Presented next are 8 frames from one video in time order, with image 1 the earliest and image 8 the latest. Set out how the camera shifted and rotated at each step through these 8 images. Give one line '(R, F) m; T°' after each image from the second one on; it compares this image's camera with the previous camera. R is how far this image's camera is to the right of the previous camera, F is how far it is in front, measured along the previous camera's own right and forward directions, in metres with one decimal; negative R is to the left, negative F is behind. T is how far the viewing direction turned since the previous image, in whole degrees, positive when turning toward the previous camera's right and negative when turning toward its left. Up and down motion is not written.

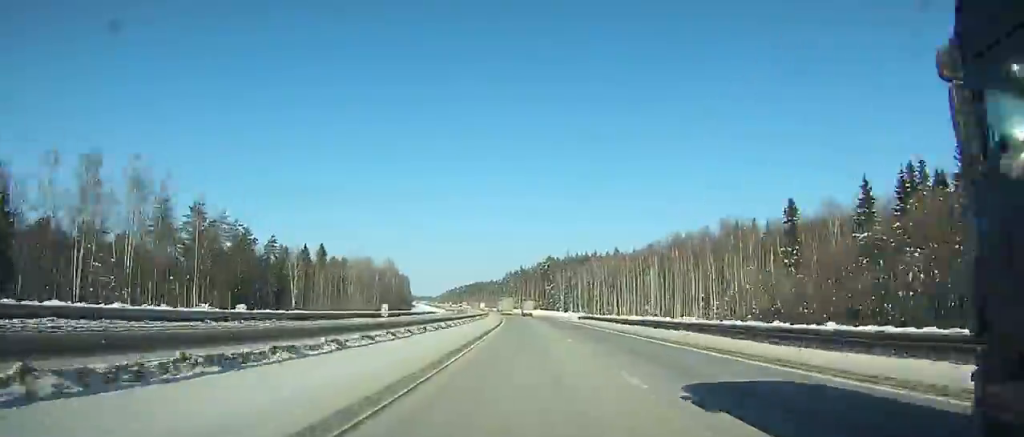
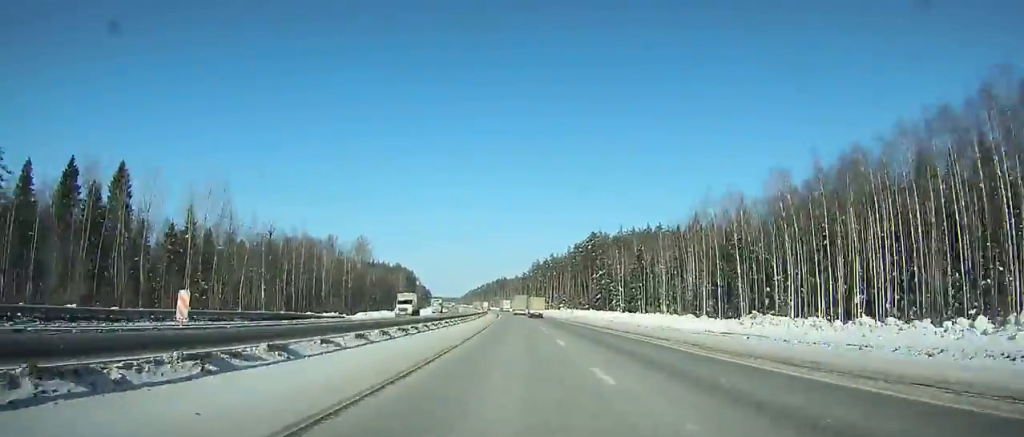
(-2.2, +95.6) m; -3°
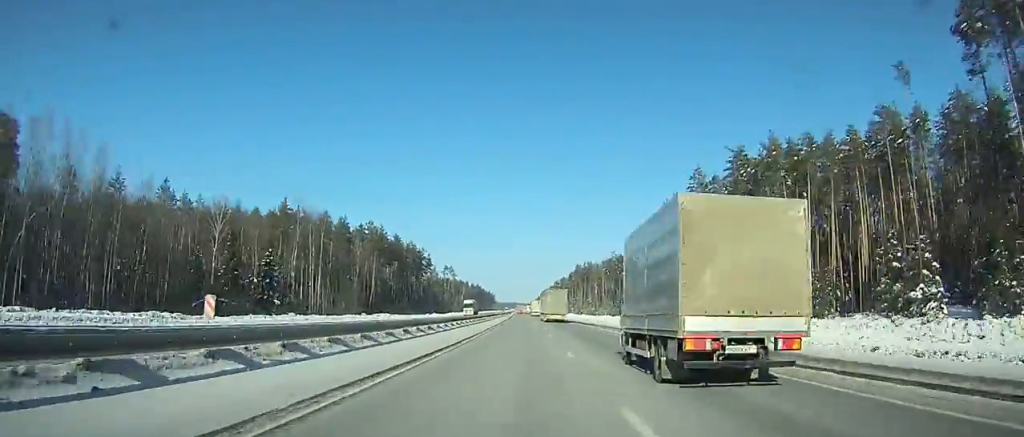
(-12.2, +210.9) m; -7°
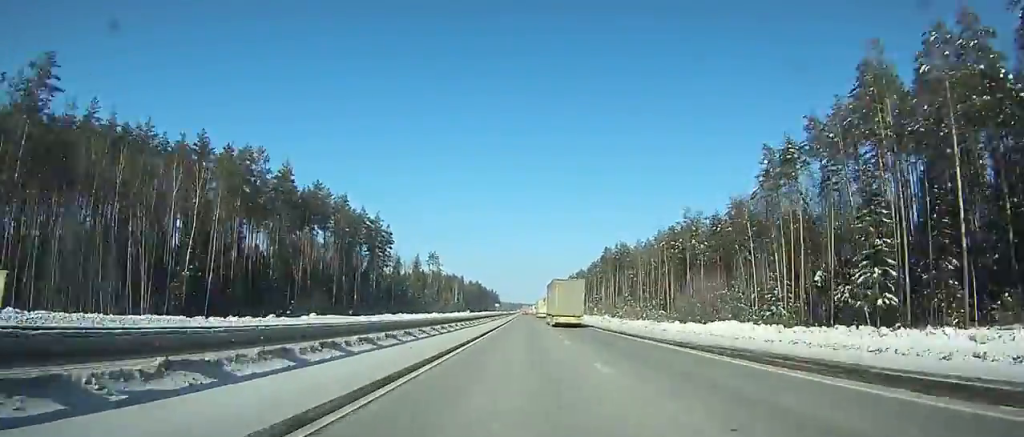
(-2.0, +89.4) m; -1°
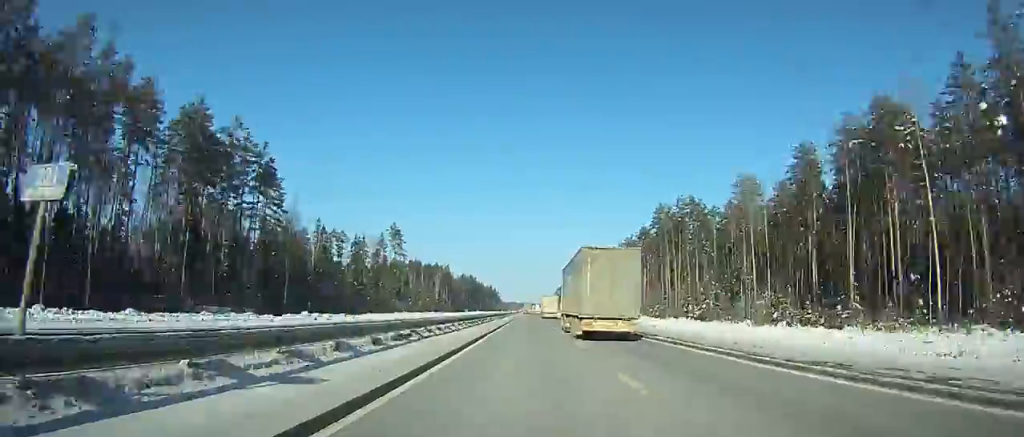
(-0.2, +86.4) m; 0°
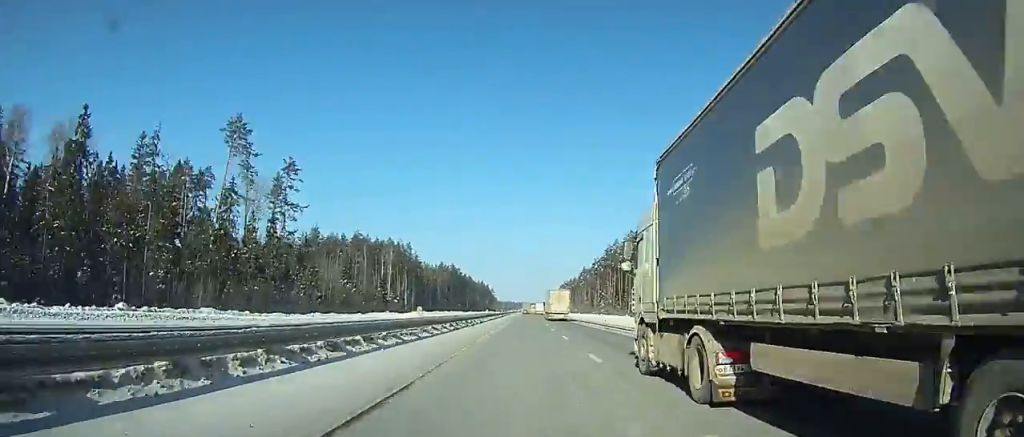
(+0.1, +102.1) m; 0°
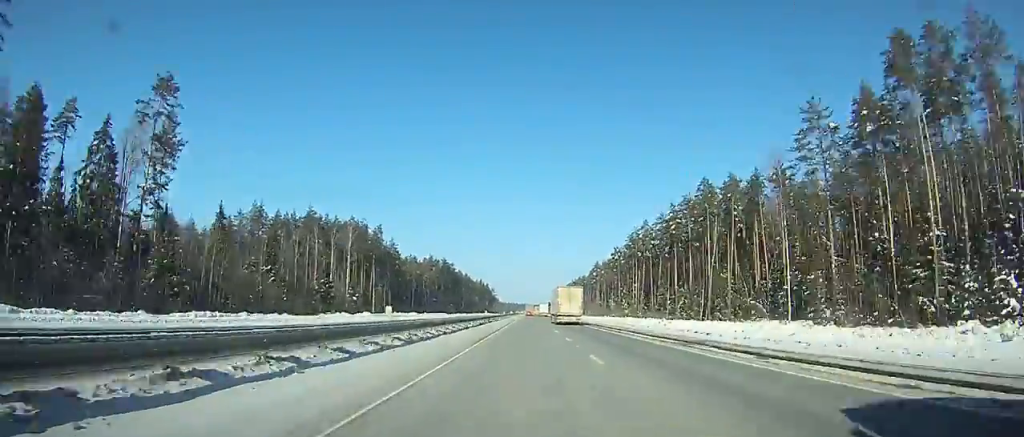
(0.0, +47.3) m; 0°
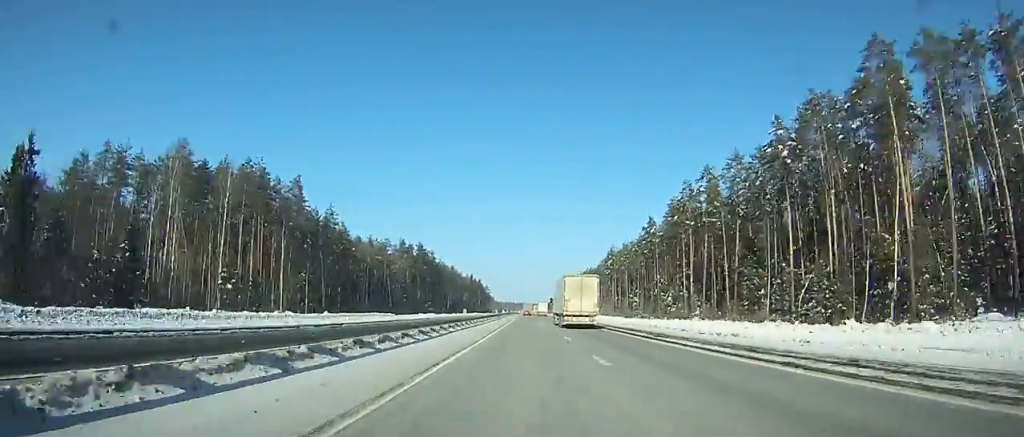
(+0.1, +59.8) m; 0°
